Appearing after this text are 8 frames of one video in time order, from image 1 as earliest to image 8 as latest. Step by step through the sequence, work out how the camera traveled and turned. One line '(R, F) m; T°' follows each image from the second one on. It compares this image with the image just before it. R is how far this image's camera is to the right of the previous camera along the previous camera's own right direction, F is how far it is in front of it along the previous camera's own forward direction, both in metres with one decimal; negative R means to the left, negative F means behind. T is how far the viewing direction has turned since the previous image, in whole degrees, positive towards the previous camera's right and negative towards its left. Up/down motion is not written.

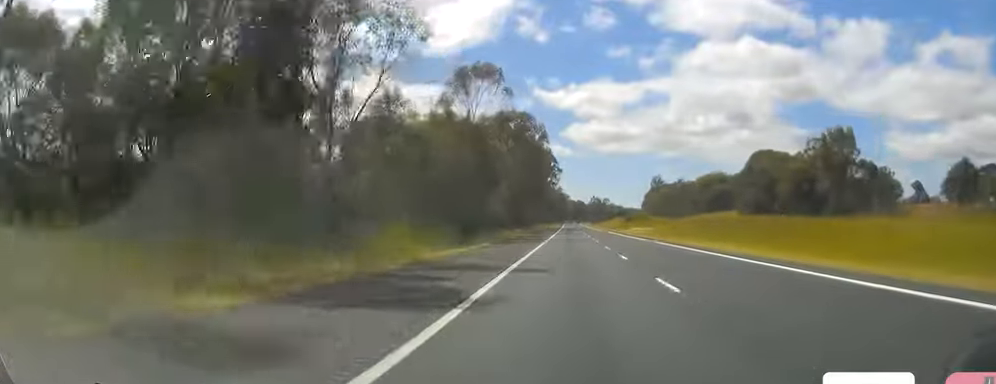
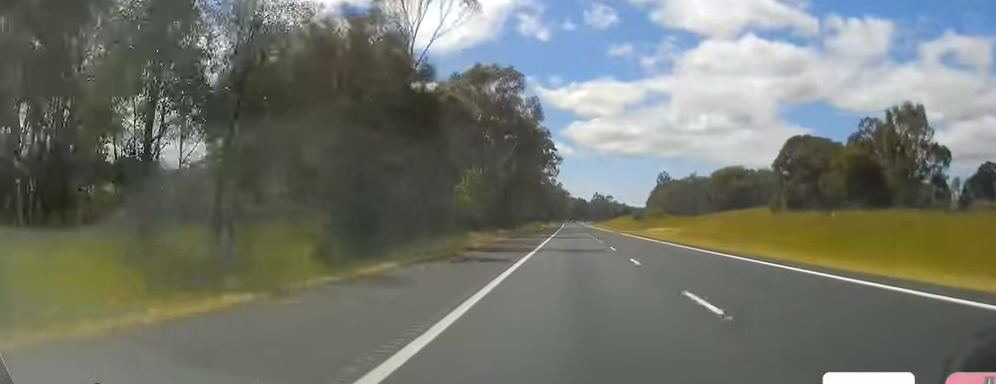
(+0.3, +27.2) m; +1°
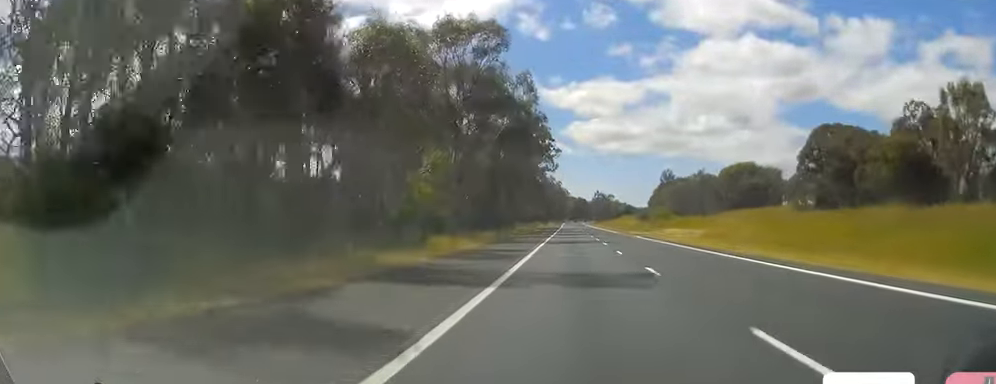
(+0.3, +16.6) m; 0°
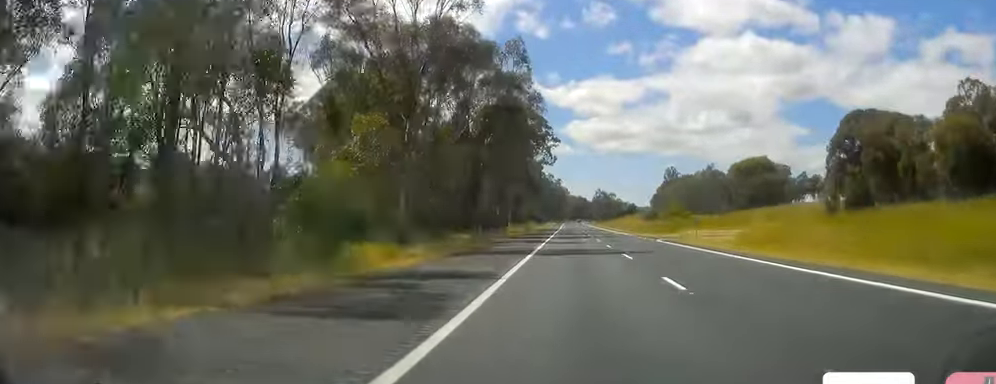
(-0.2, +15.6) m; -1°
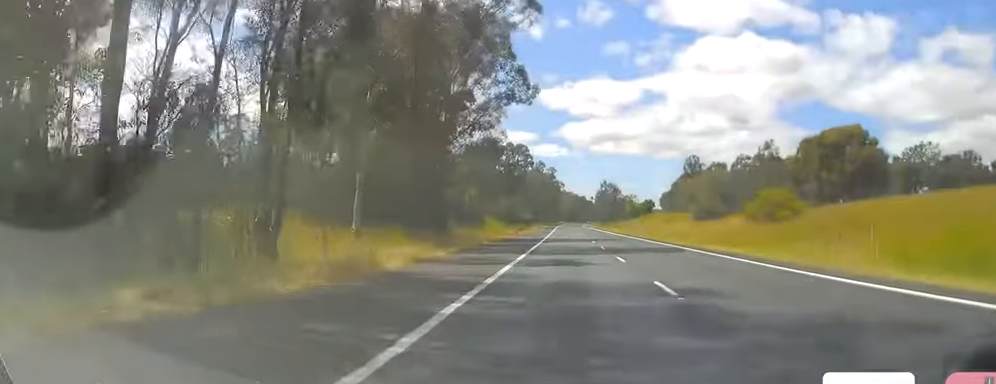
(-0.8, +72.3) m; 0°
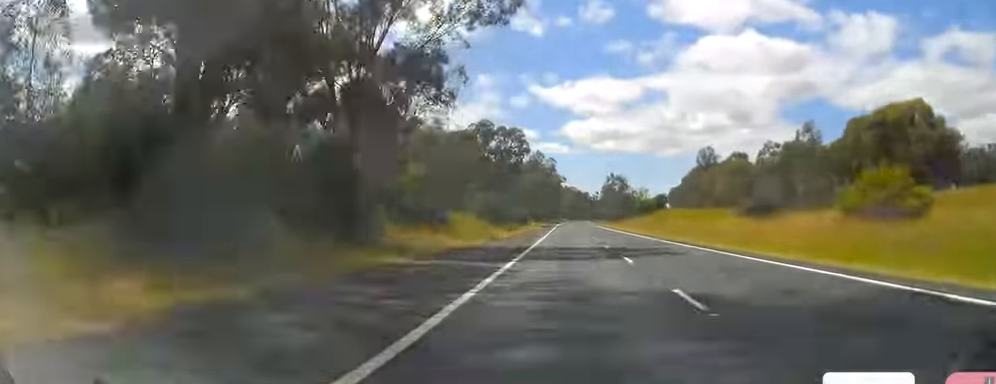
(+0.2, +26.4) m; 0°
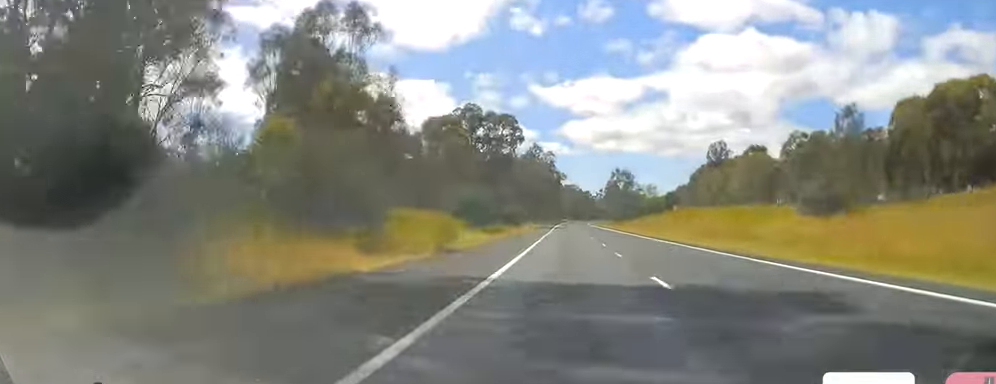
(0.0, +20.4) m; 0°
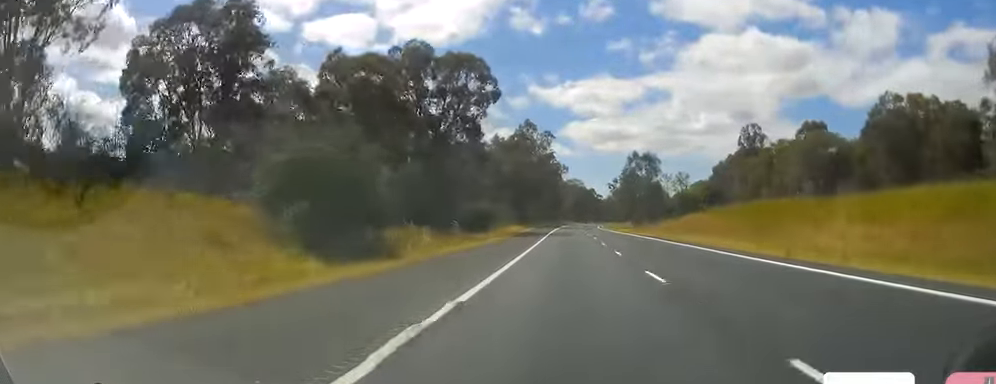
(-0.1, +45.8) m; -1°
